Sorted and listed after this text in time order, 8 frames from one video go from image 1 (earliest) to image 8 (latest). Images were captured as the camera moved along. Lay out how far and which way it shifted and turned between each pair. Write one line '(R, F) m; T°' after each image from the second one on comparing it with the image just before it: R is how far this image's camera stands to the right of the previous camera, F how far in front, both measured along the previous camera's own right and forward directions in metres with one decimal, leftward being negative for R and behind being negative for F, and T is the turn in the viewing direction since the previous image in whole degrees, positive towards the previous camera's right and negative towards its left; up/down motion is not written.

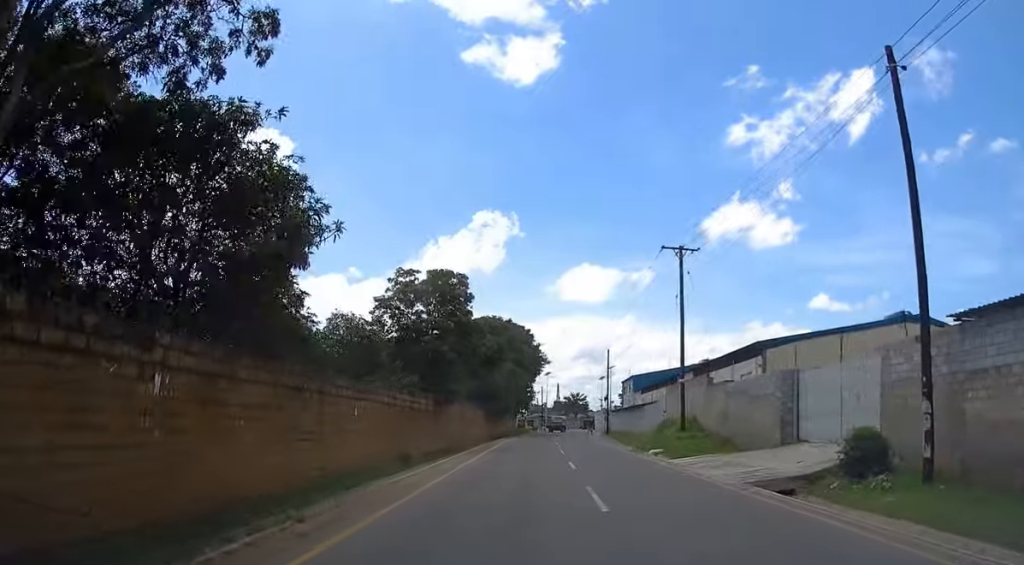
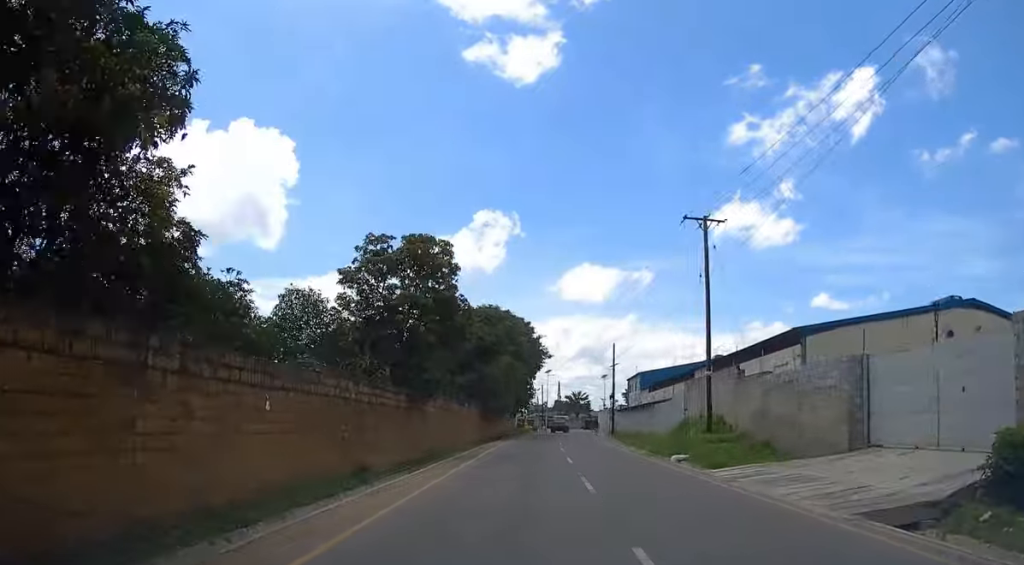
(0.0, +6.0) m; 0°
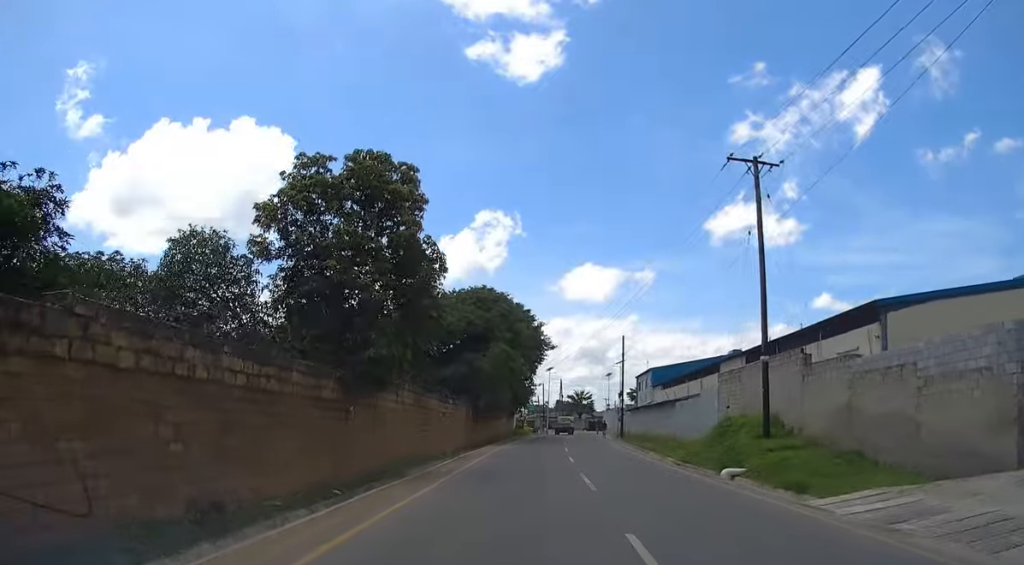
(0.0, +8.2) m; 0°
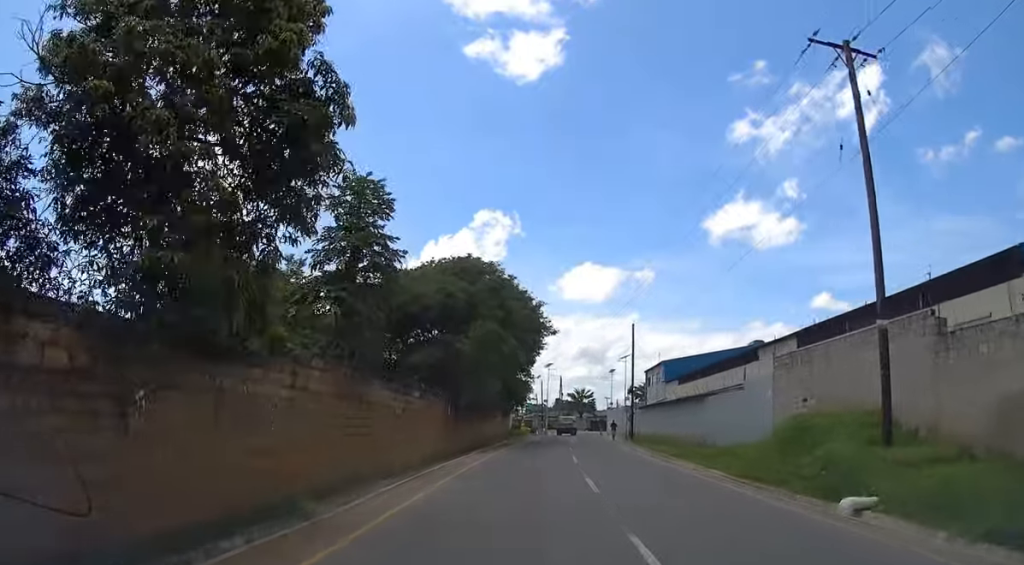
(0.0, +9.0) m; 0°
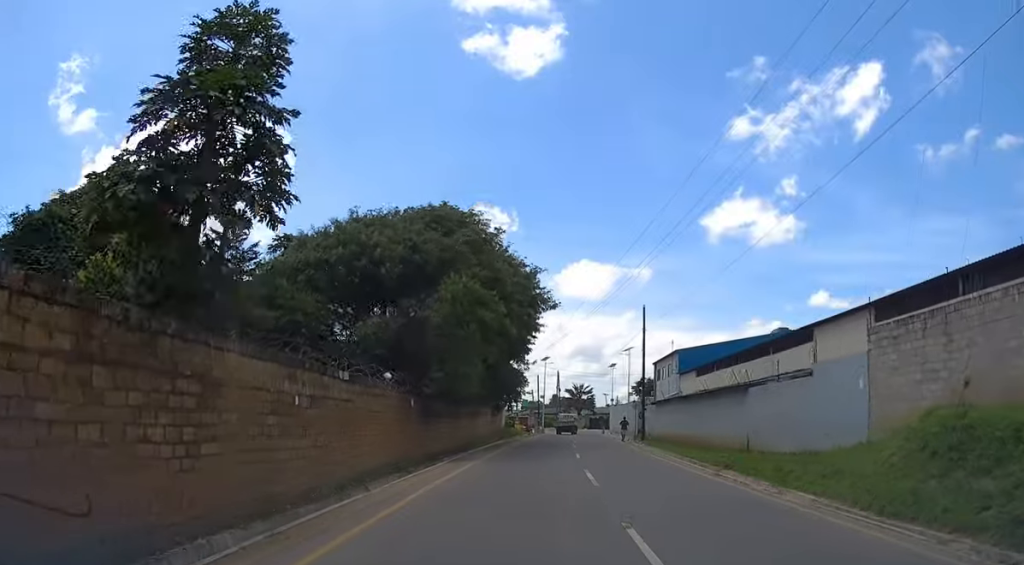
(0.0, +8.7) m; 0°
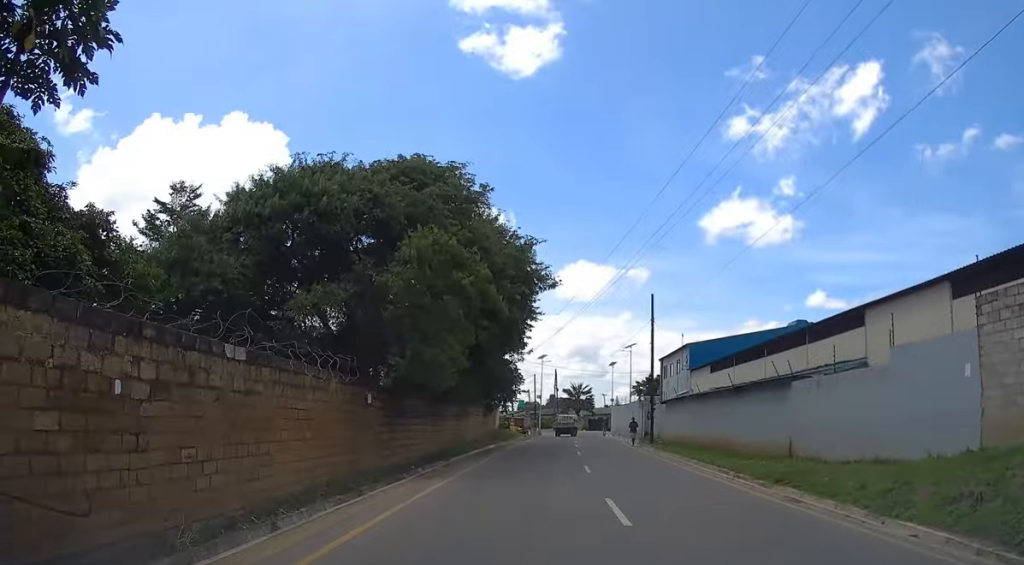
(0.0, +5.6) m; 0°
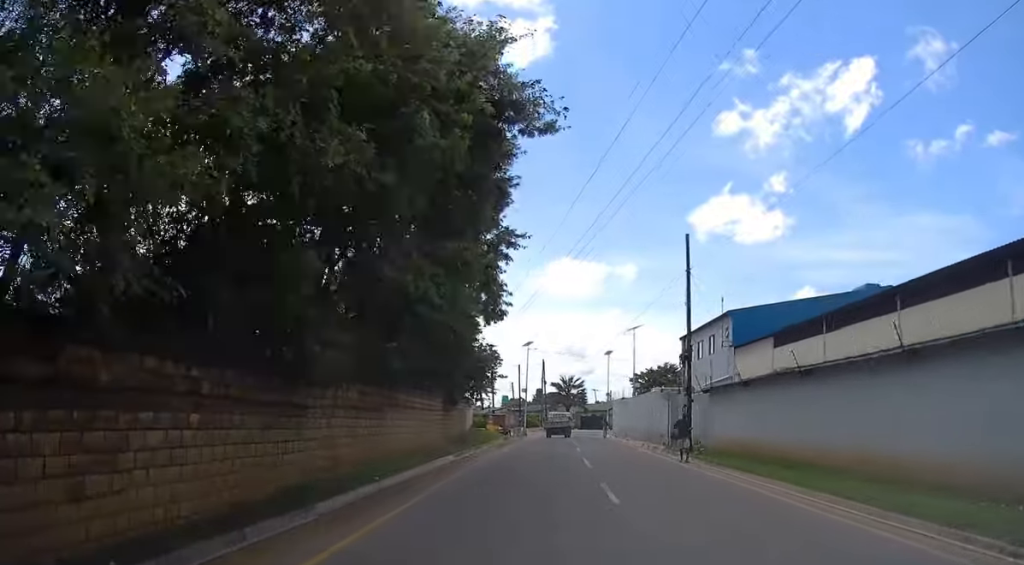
(+0.1, +15.9) m; +1°
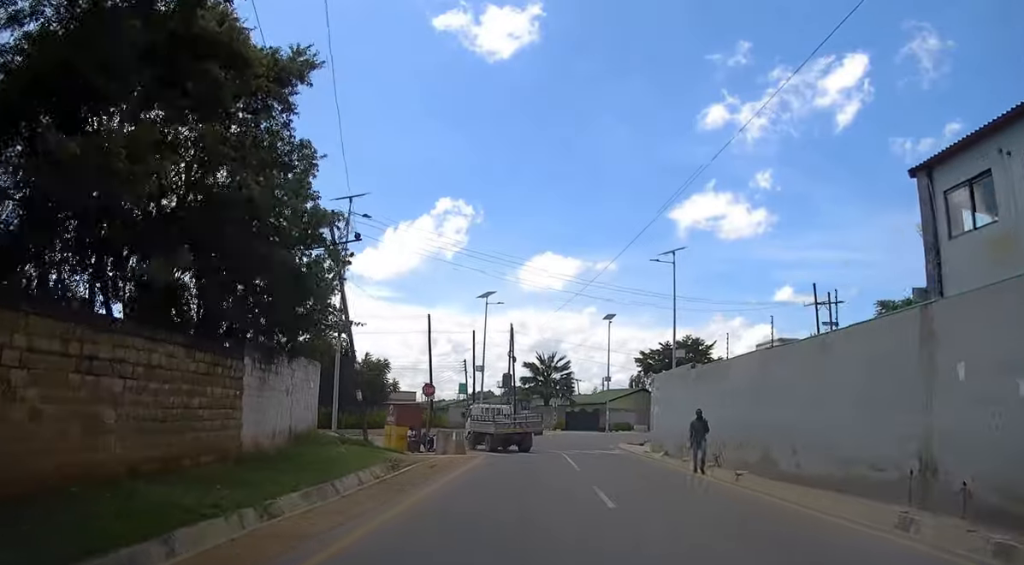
(+0.8, +36.2) m; +2°
